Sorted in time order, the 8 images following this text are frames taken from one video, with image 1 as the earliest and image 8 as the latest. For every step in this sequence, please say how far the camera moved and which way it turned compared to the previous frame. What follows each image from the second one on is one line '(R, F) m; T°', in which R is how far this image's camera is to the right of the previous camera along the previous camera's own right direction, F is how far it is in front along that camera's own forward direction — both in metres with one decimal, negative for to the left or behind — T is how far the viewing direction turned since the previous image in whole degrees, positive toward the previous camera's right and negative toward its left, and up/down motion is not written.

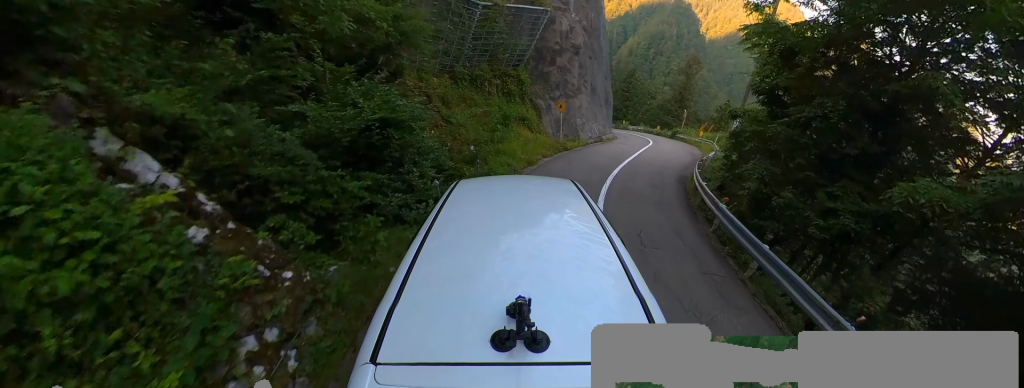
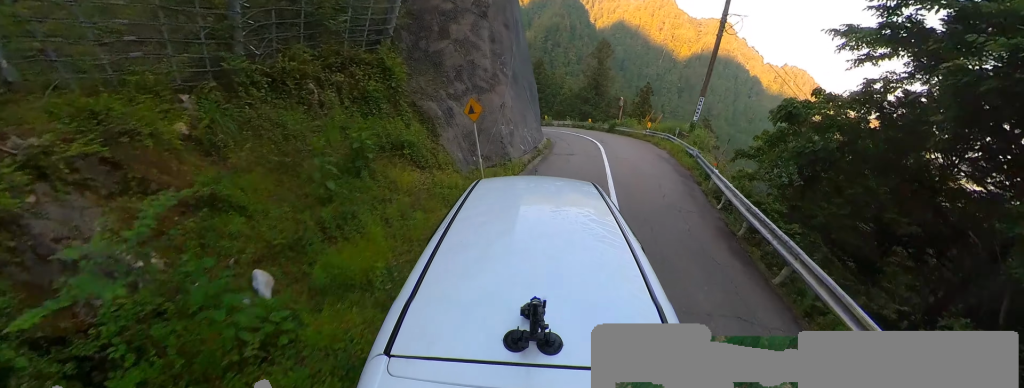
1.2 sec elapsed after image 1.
(+2.9, +10.0) m; +17°
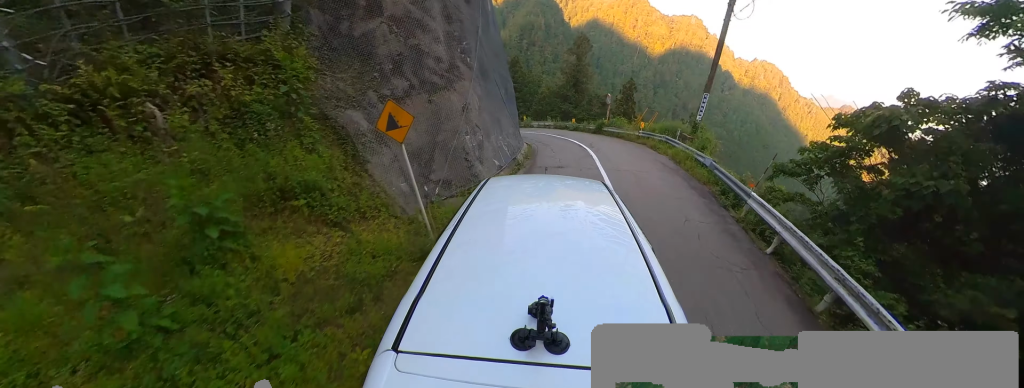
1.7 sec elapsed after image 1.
(-0.2, +3.7) m; -2°
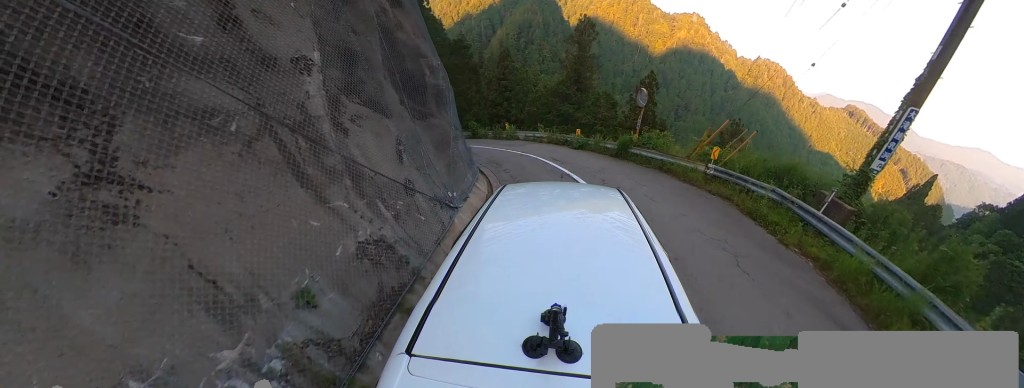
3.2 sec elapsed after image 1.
(-0.6, +10.3) m; -12°
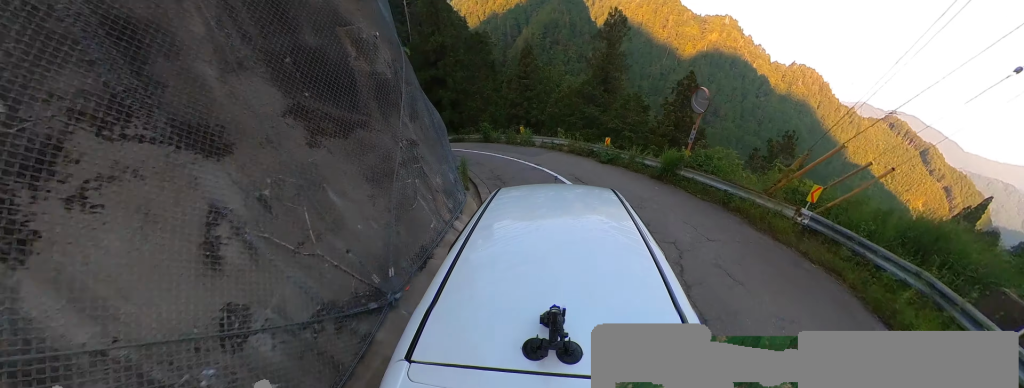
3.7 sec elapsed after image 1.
(-0.4, +3.1) m; -4°
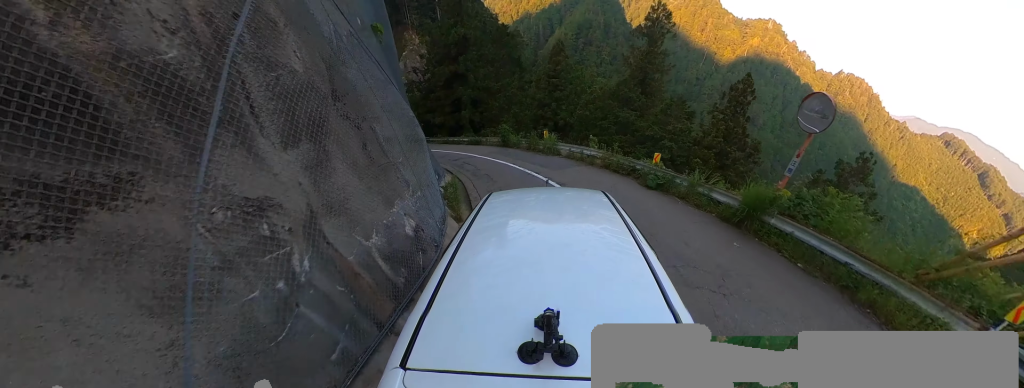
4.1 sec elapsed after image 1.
(-0.2, +3.0) m; -4°
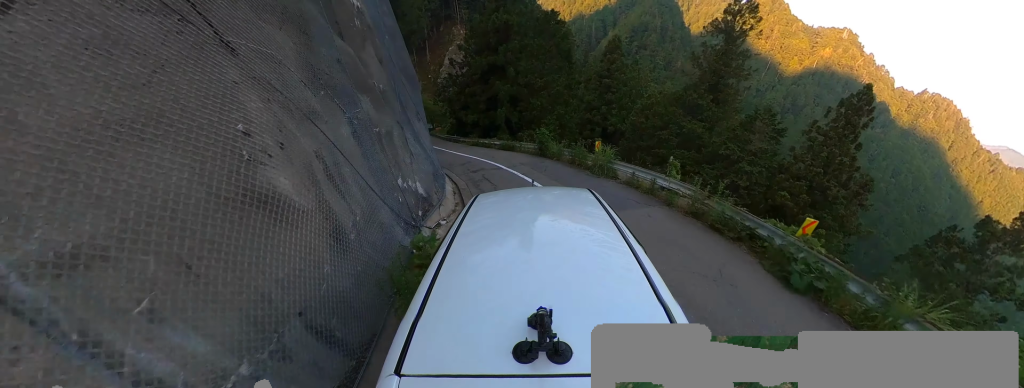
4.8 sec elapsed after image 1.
(0.0, +4.1) m; -14°
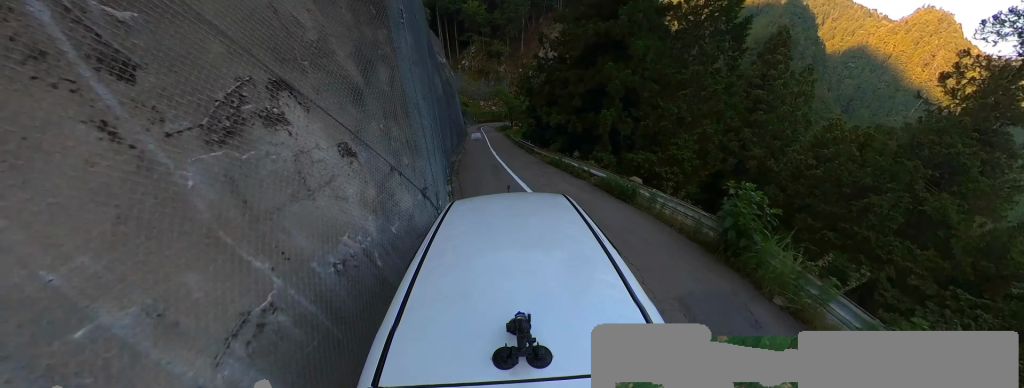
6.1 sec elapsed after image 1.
(-2.8, +8.2) m; -28°
